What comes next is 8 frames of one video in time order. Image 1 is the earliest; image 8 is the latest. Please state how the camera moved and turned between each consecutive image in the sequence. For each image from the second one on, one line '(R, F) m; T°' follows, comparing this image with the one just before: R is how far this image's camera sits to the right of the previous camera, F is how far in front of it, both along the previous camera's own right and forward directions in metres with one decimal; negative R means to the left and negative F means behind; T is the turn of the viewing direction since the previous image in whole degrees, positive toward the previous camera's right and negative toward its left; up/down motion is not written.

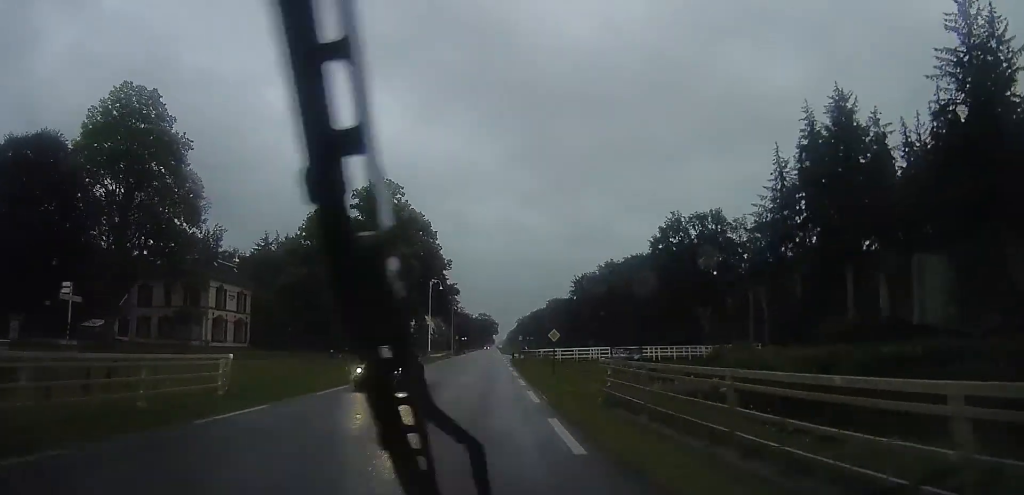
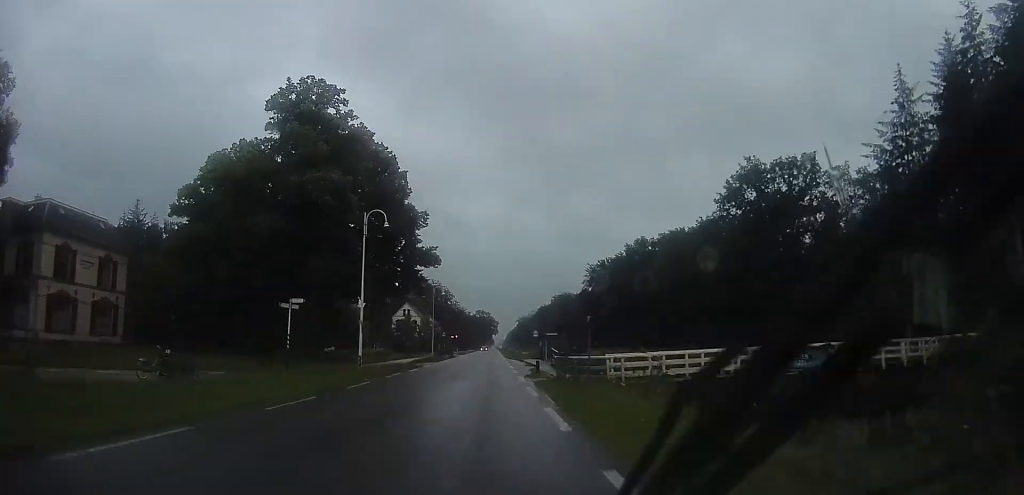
(-0.2, +27.7) m; -1°
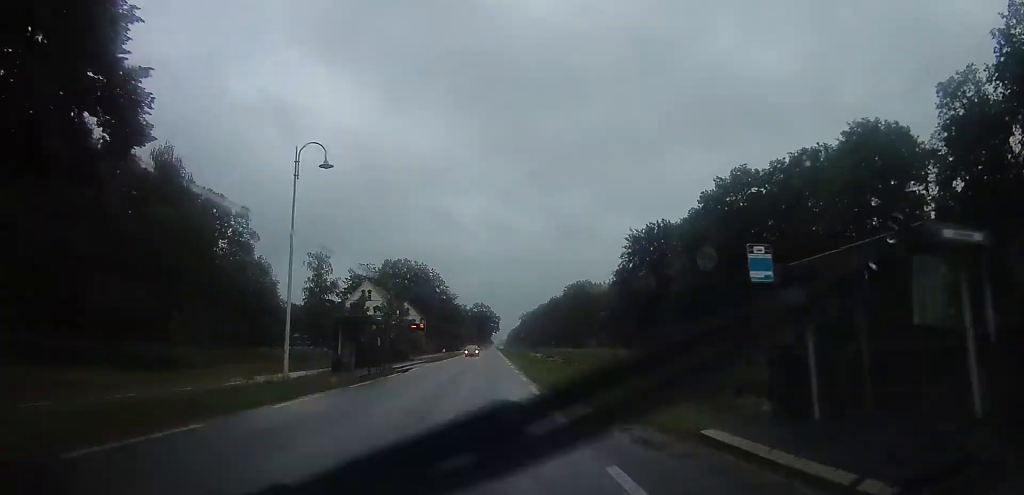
(+0.1, +42.3) m; +1°
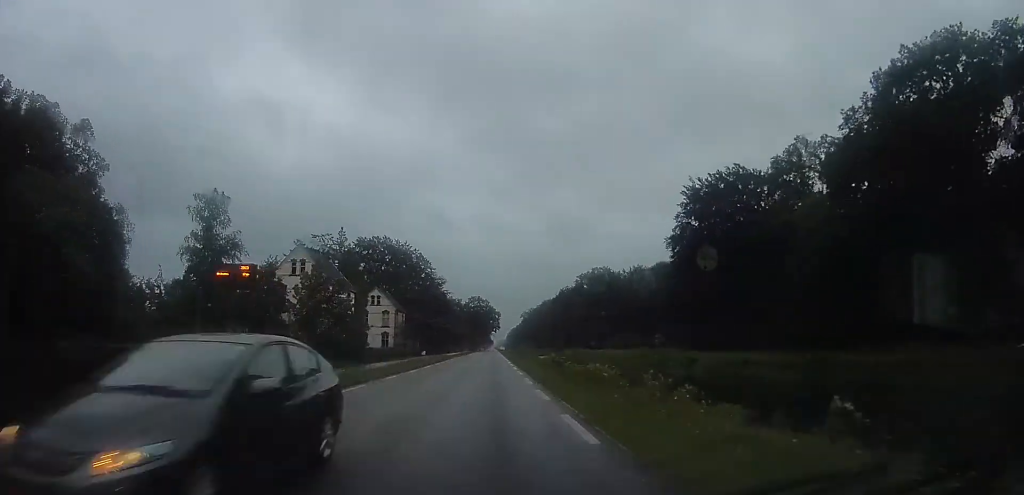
(0.0, +31.8) m; -1°
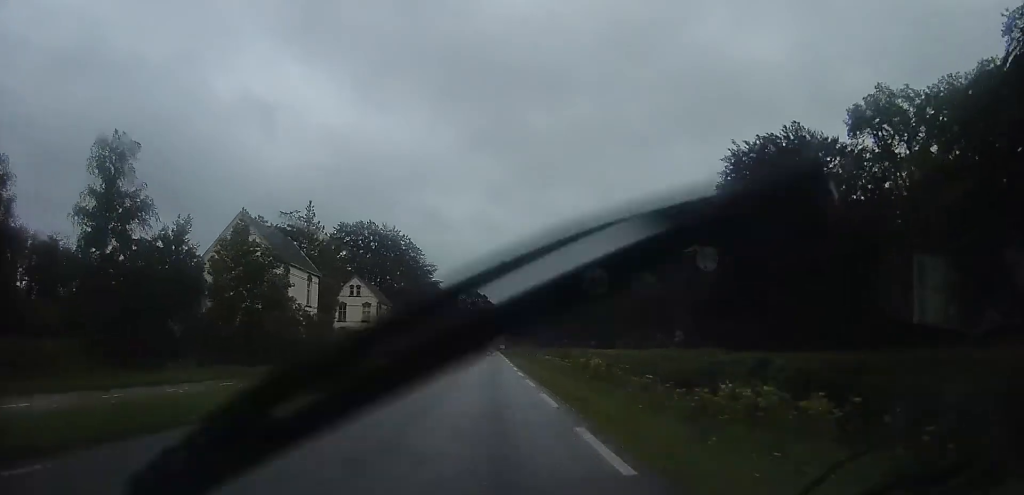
(0.0, +13.9) m; -1°
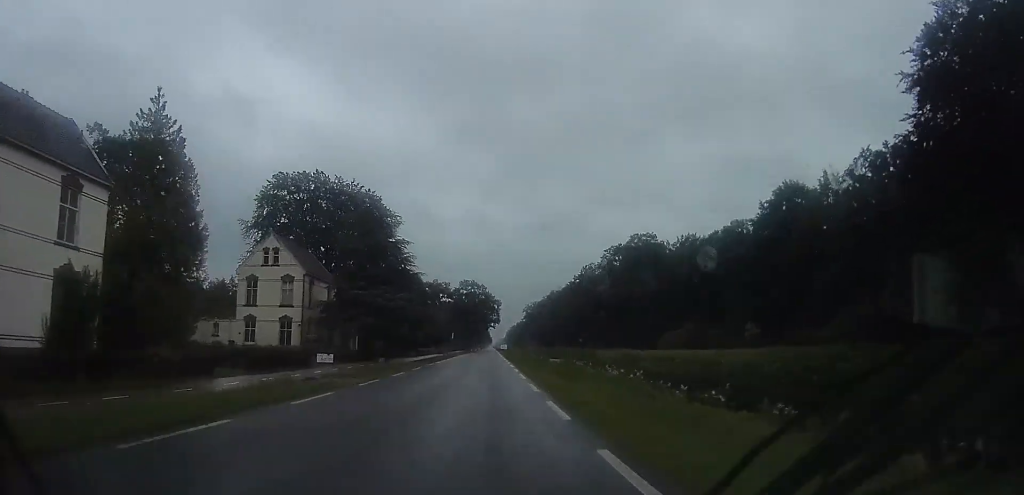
(-0.5, +31.9) m; -1°
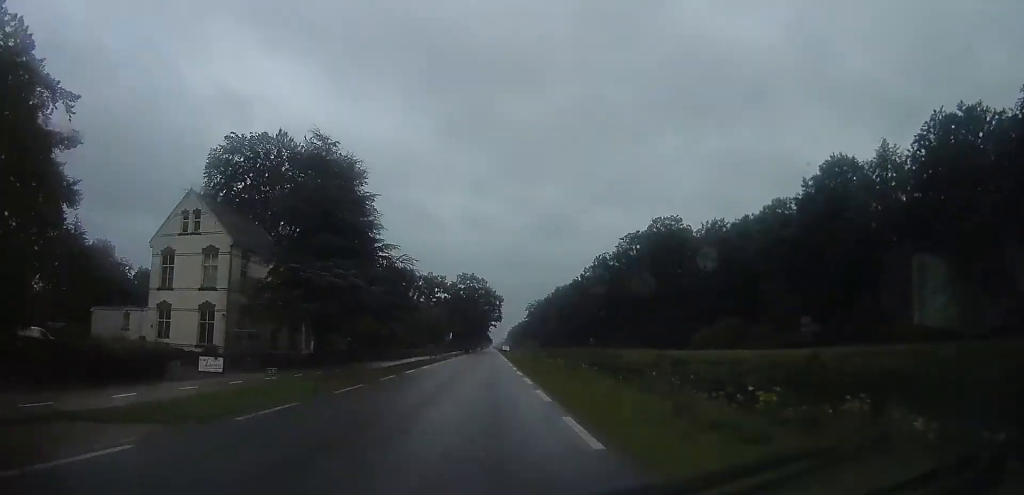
(0.0, +14.8) m; 0°
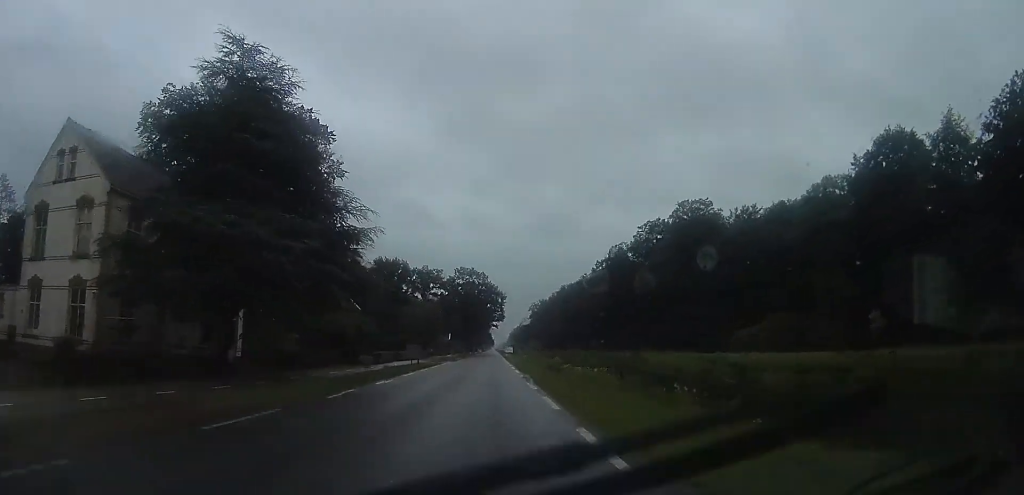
(0.0, +13.2) m; 0°
